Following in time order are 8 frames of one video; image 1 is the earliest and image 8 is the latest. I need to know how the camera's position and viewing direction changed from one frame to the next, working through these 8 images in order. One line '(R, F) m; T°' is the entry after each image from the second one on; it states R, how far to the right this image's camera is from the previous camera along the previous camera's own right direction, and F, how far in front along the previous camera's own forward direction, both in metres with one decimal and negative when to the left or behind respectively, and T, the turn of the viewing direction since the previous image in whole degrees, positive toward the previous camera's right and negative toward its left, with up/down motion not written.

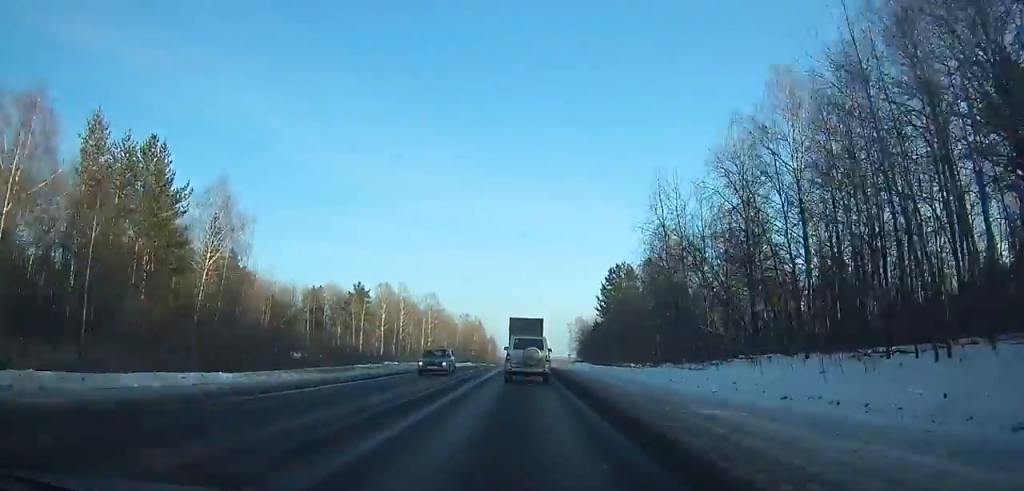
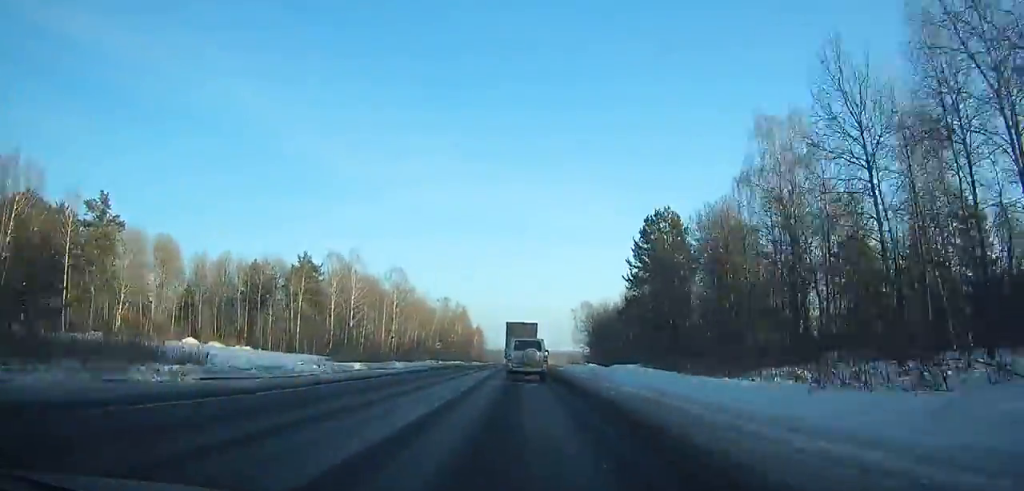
(-0.1, +41.3) m; 0°
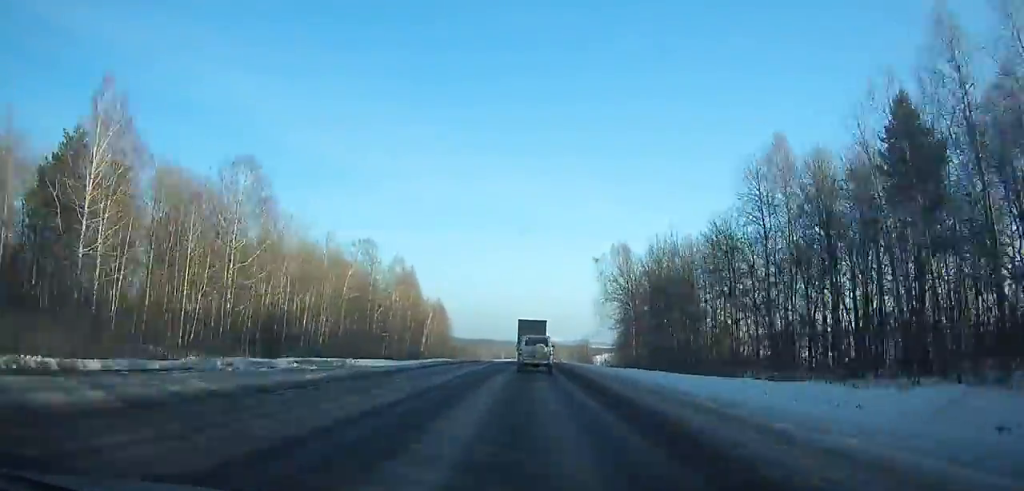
(+1.1, +74.3) m; +3°
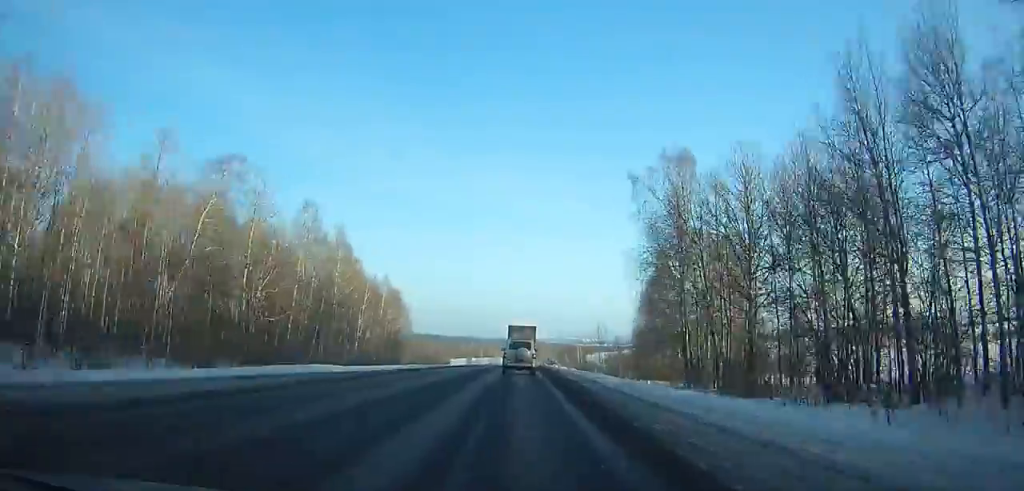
(+0.8, +40.5) m; +1°
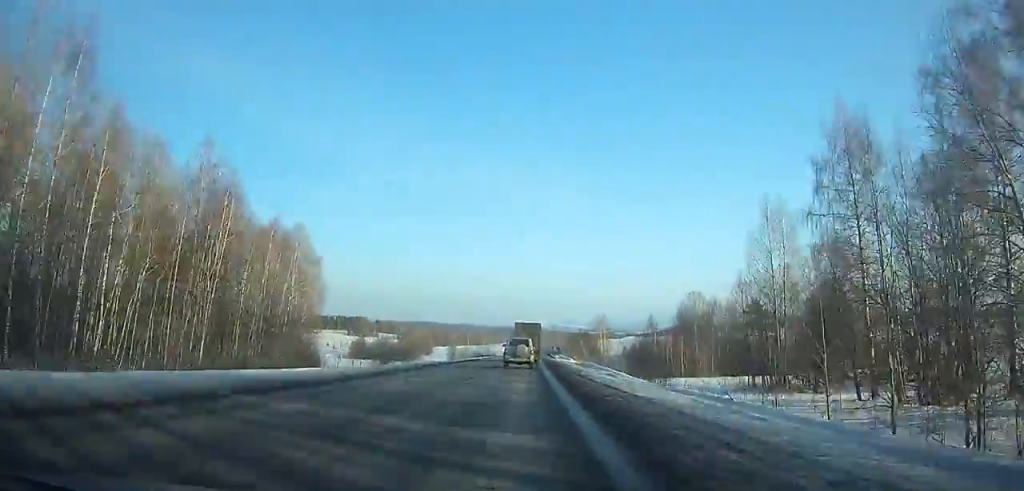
(+0.6, +59.8) m; +1°
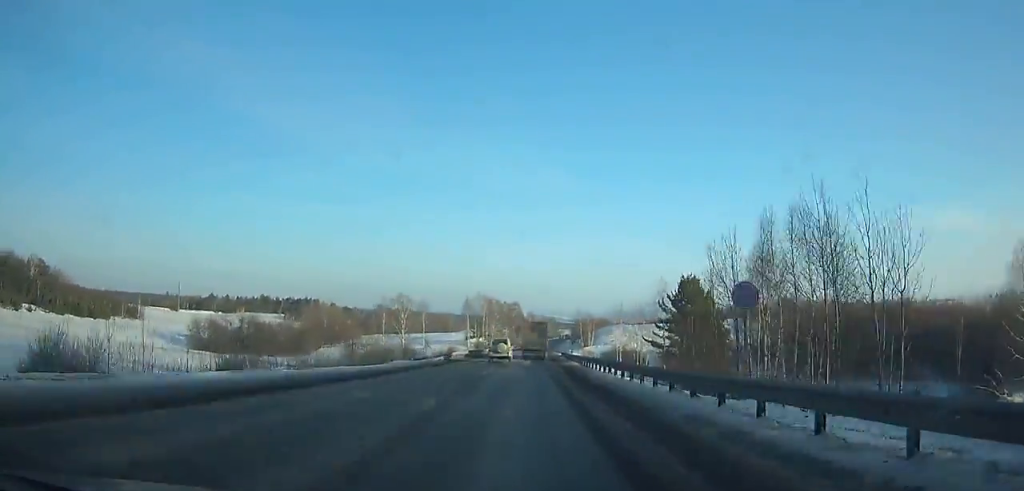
(+2.2, +137.8) m; +2°
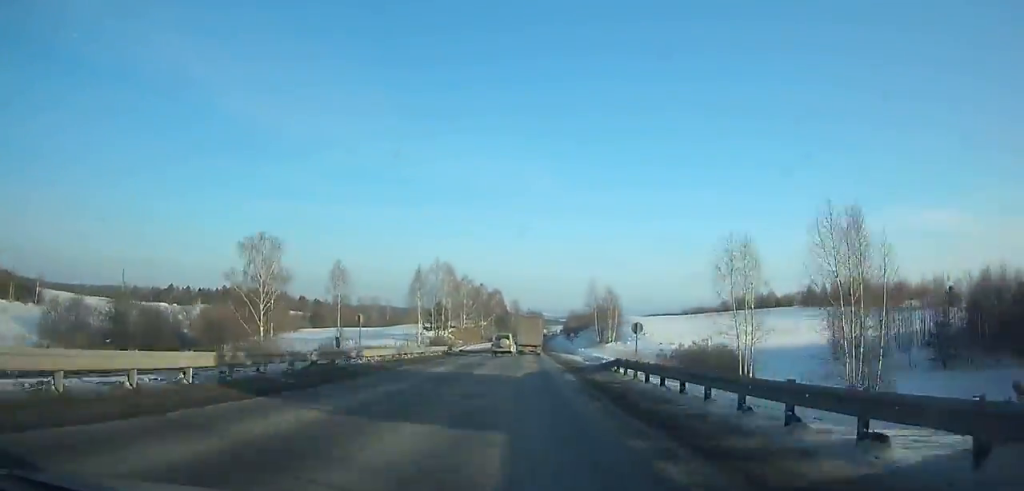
(+0.5, +51.4) m; +1°
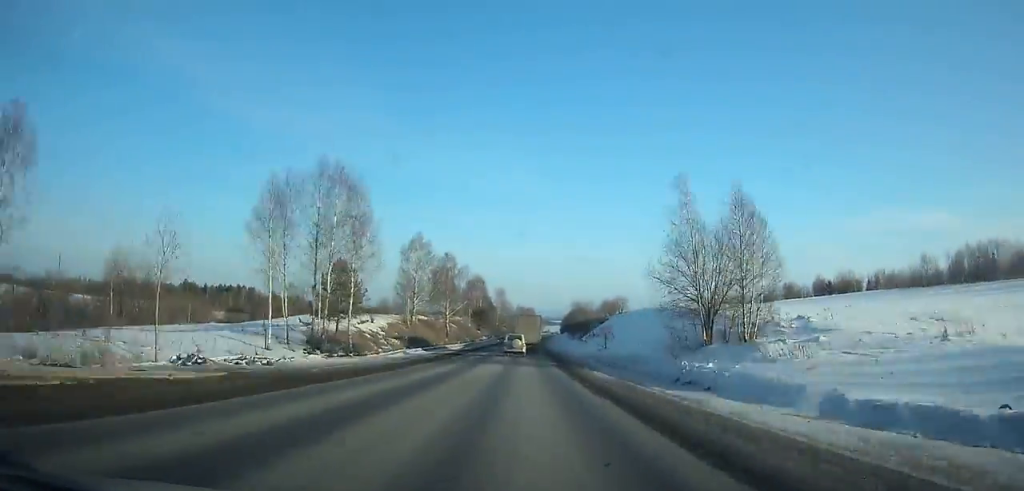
(+0.5, +54.6) m; +1°
